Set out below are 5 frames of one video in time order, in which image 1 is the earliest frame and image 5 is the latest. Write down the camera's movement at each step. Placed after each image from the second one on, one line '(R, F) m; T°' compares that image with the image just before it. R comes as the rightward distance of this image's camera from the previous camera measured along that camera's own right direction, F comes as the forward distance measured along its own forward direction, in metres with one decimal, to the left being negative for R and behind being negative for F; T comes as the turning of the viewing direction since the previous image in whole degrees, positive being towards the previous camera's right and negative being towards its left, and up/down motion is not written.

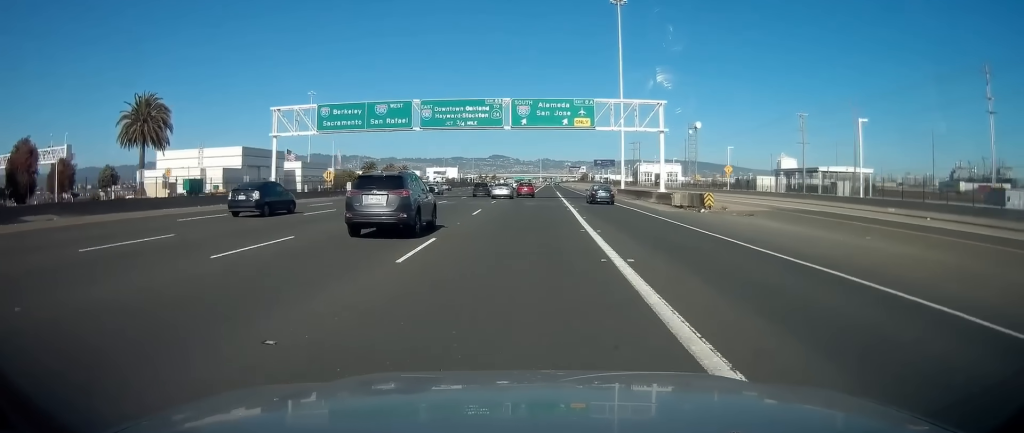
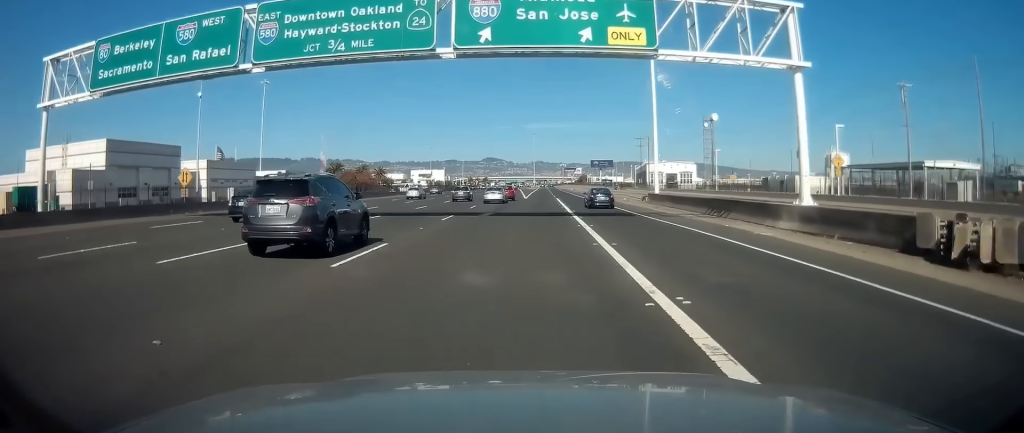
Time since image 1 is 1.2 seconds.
(0.0, +30.5) m; 0°
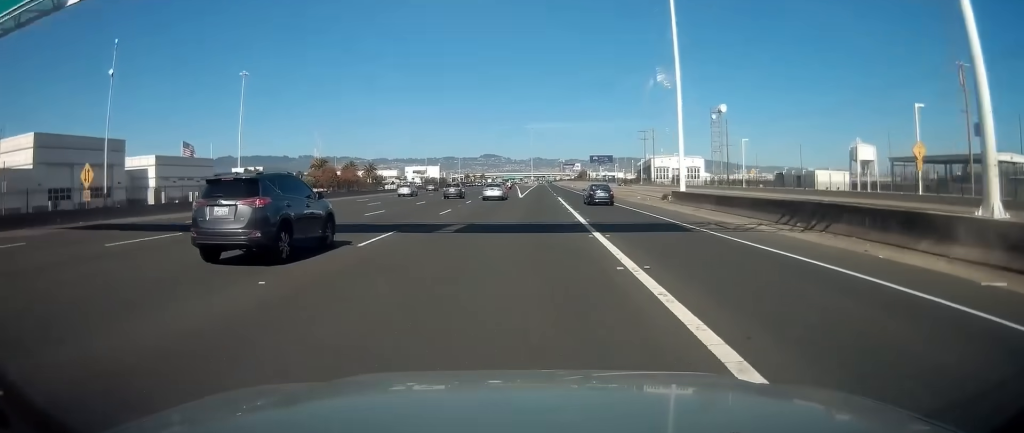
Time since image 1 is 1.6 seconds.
(-0.1, +11.0) m; 0°
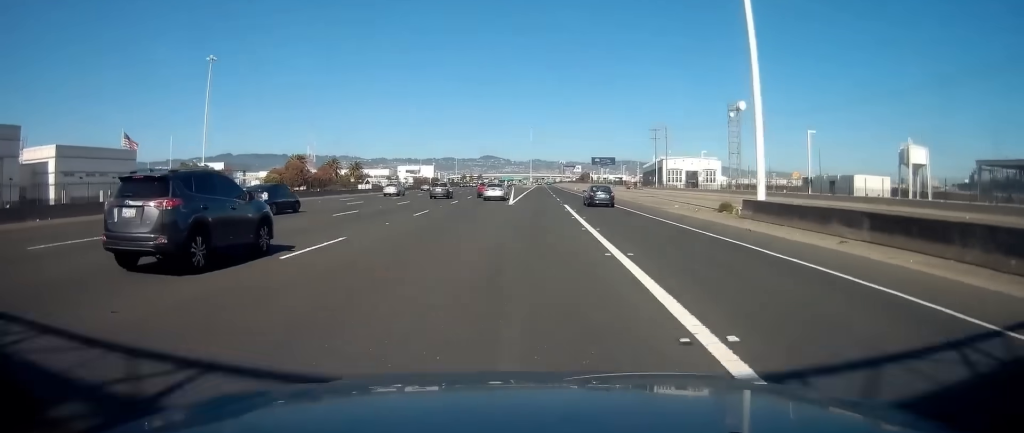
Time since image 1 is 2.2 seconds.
(+0.1, +17.5) m; 0°
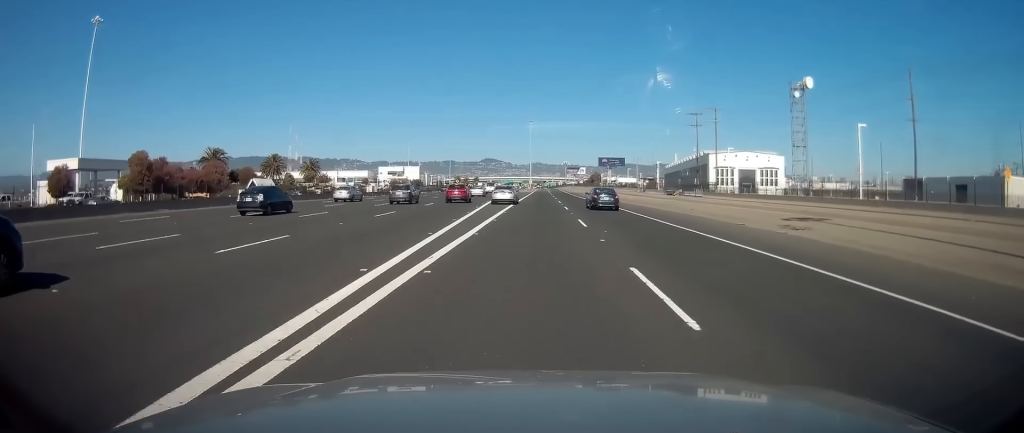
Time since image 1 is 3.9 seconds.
(+0.1, +44.4) m; 0°
